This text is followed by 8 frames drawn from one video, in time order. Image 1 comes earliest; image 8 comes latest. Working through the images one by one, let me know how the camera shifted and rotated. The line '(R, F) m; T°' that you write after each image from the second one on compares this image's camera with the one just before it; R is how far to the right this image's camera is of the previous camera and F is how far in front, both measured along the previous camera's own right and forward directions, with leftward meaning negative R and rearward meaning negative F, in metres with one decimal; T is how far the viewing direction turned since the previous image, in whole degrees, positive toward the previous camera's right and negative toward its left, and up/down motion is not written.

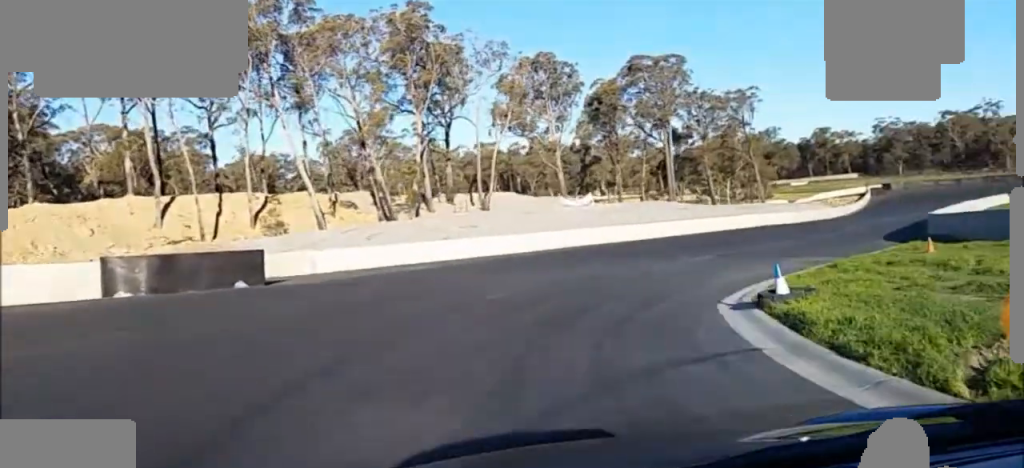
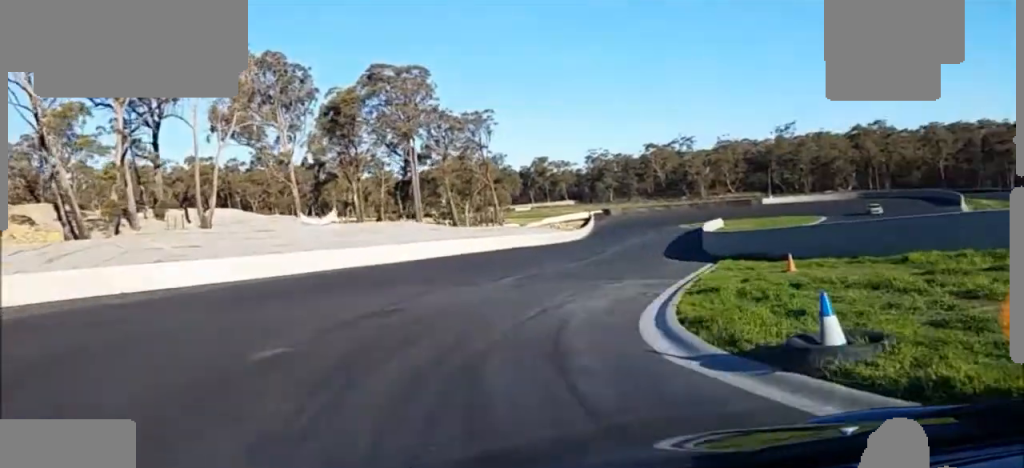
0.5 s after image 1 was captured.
(+1.6, +6.9) m; +14°
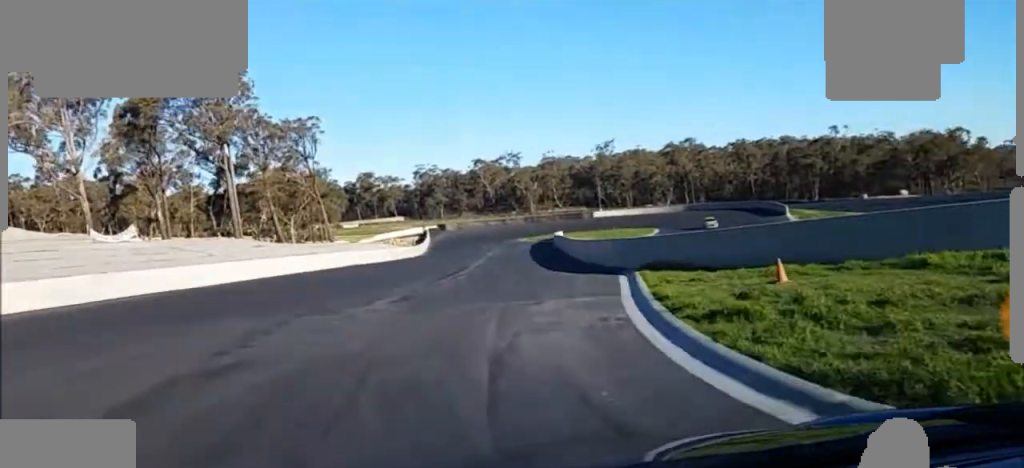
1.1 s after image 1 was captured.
(+1.0, +7.1) m; +9°
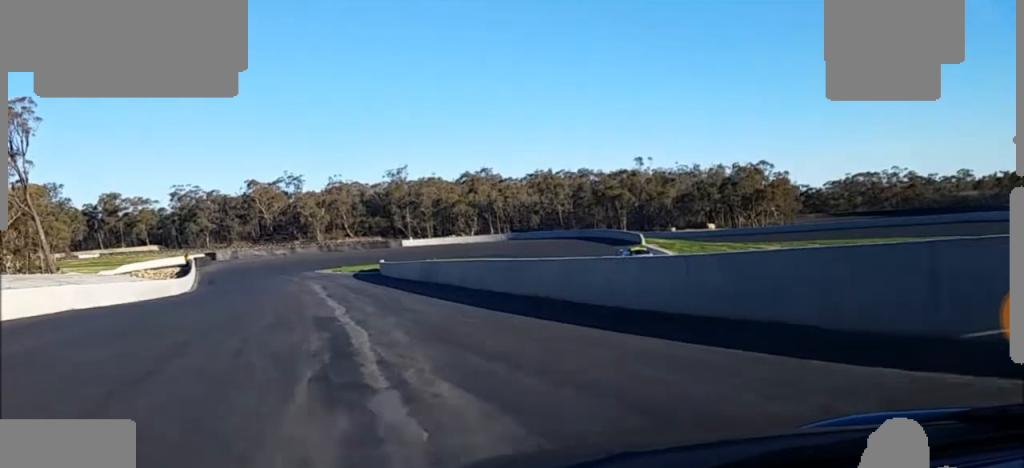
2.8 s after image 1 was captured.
(+2.6, +22.9) m; +11°
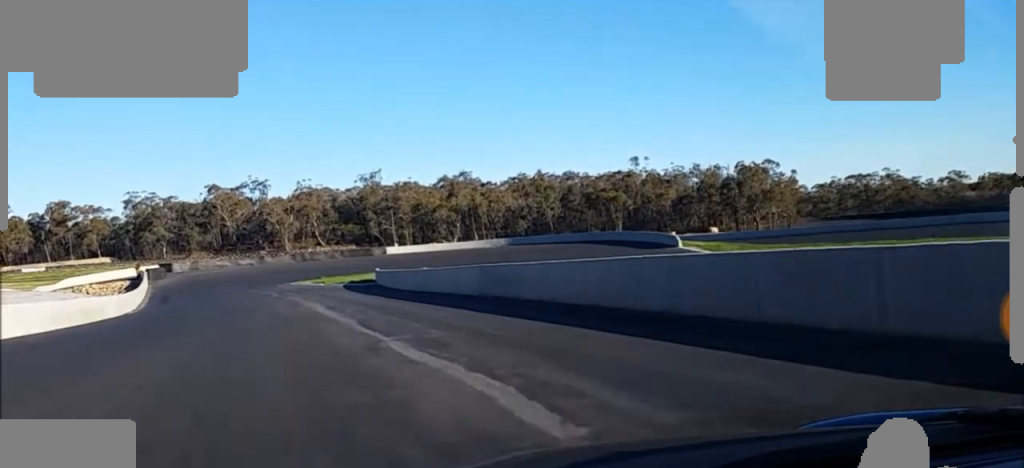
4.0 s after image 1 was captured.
(+0.8, +16.7) m; +3°
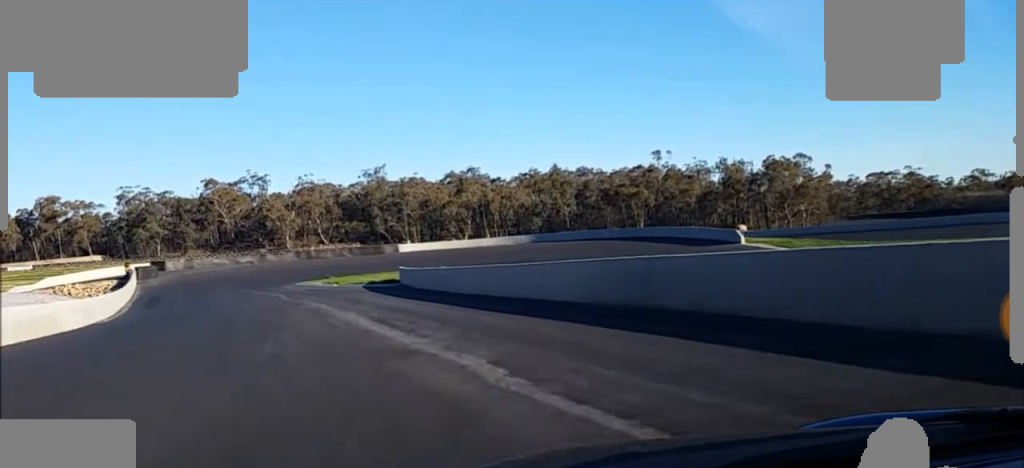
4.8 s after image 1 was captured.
(0.0, +10.3) m; 0°
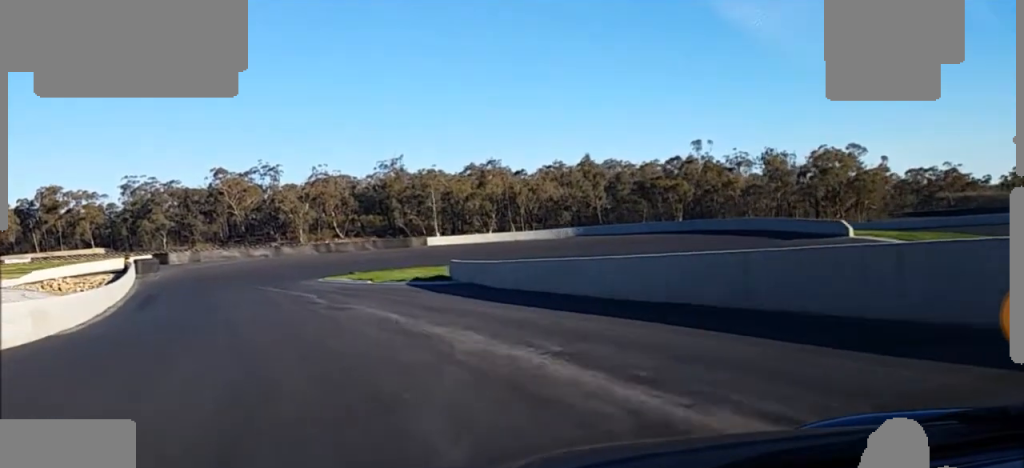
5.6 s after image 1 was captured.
(-0.1, +12.0) m; 0°
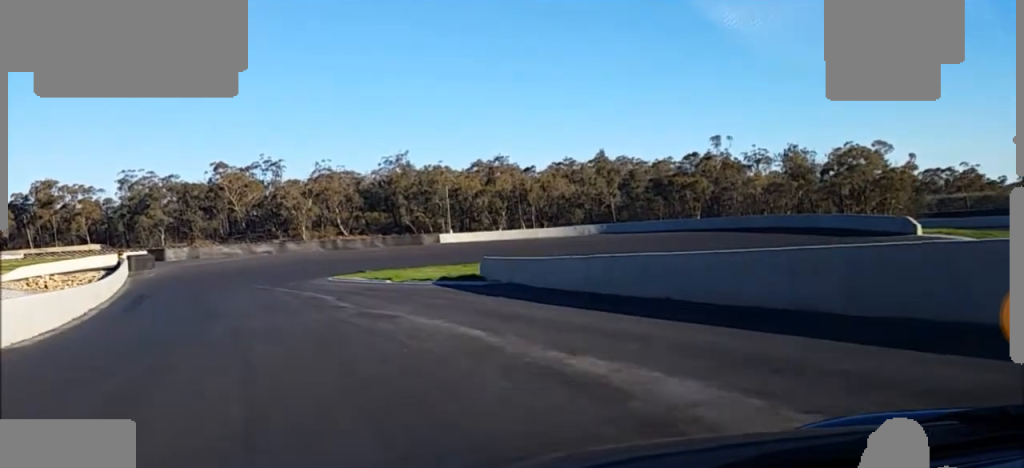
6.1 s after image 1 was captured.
(-0.1, +6.8) m; 0°
